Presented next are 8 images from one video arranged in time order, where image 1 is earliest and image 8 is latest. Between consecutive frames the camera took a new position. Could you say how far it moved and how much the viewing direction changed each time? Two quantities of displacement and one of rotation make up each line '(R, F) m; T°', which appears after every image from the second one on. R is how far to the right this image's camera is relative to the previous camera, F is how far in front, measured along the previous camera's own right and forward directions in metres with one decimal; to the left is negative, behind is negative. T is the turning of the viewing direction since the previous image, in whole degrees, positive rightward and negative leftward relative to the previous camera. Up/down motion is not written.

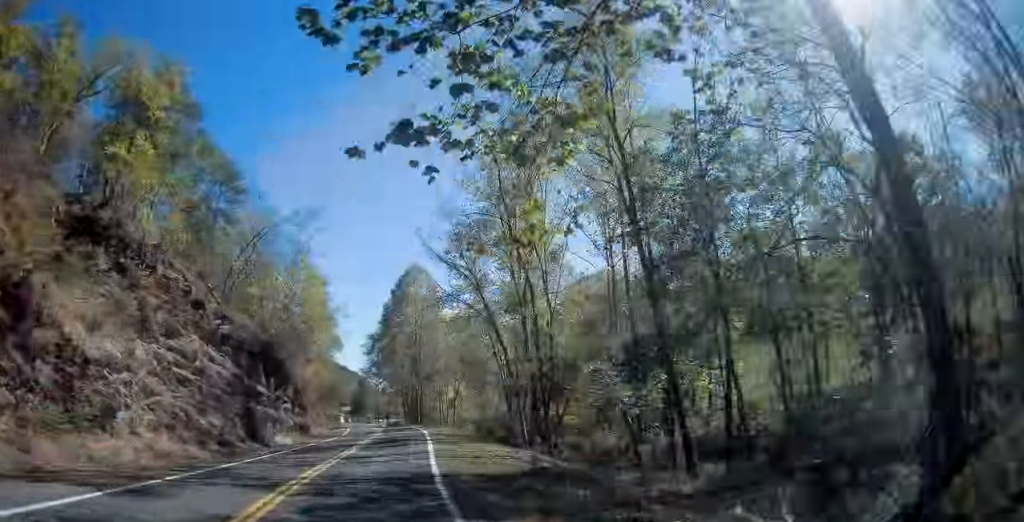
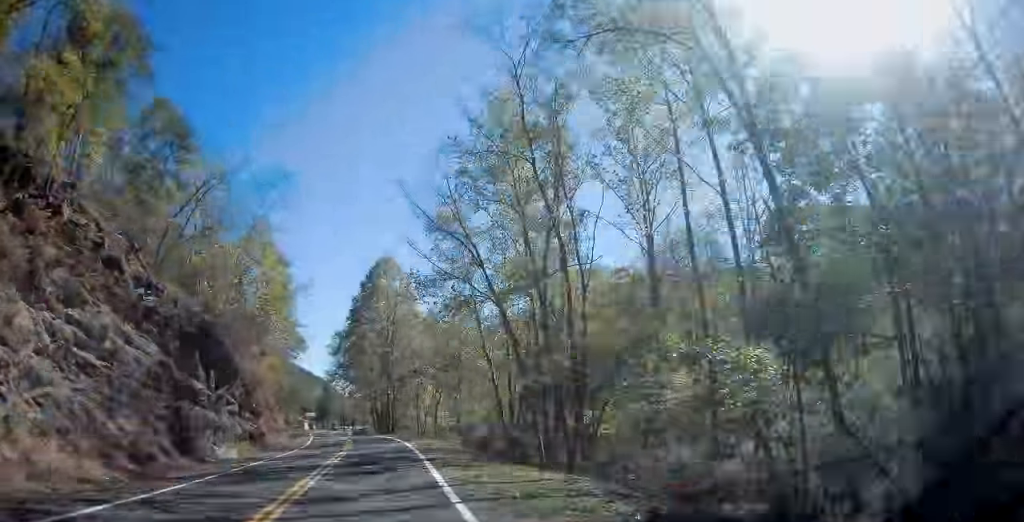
(-0.4, +9.2) m; +8°
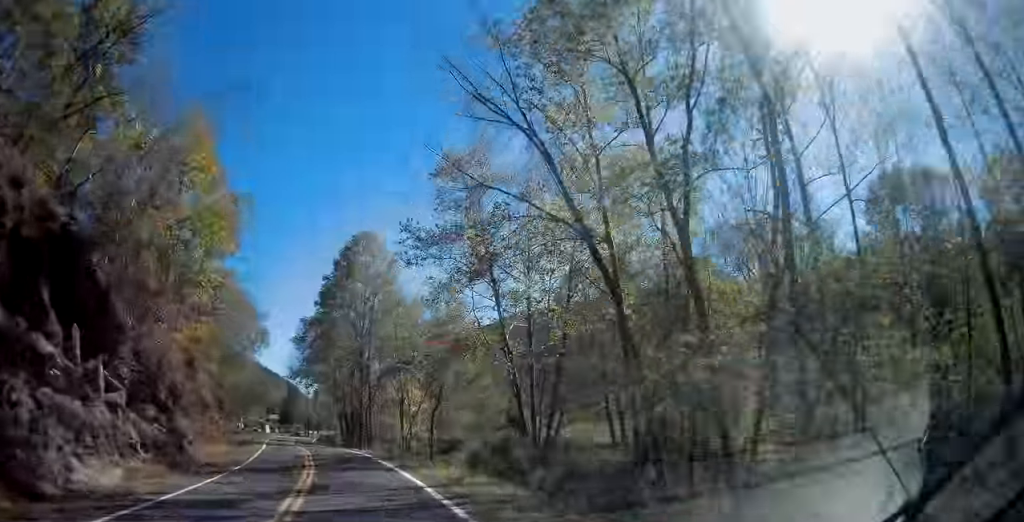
(+2.7, +13.5) m; -1°
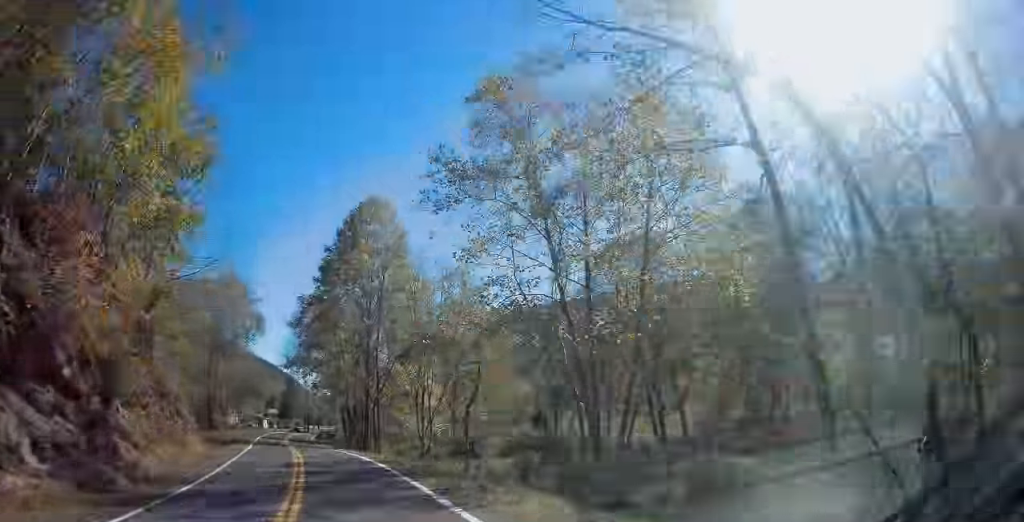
(+0.1, +9.1) m; -3°
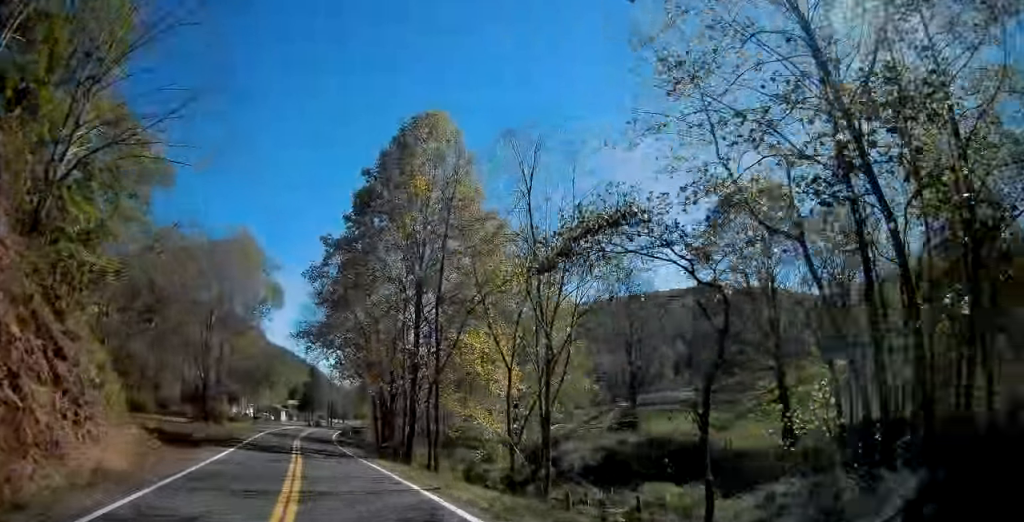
(-3.1, +17.3) m; -8°
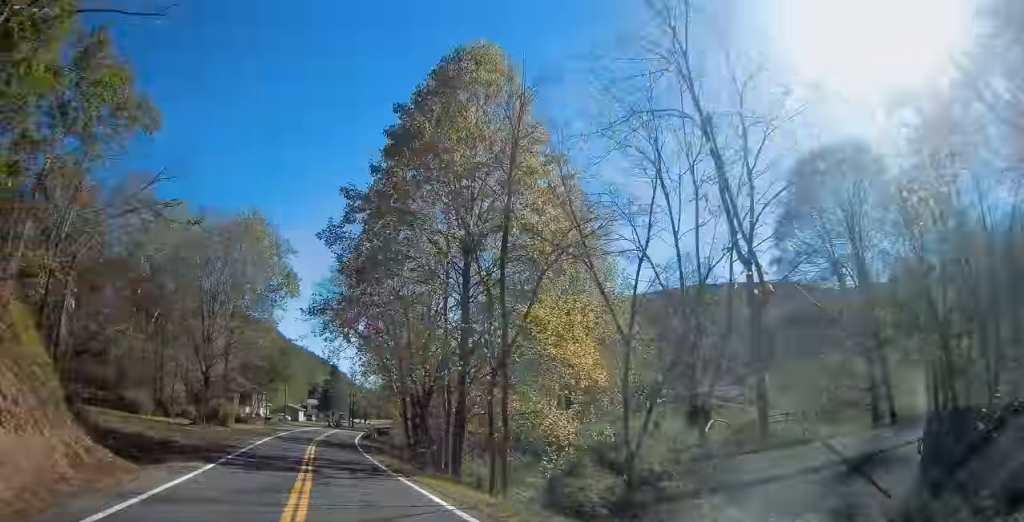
(+0.4, +8.9) m; +2°
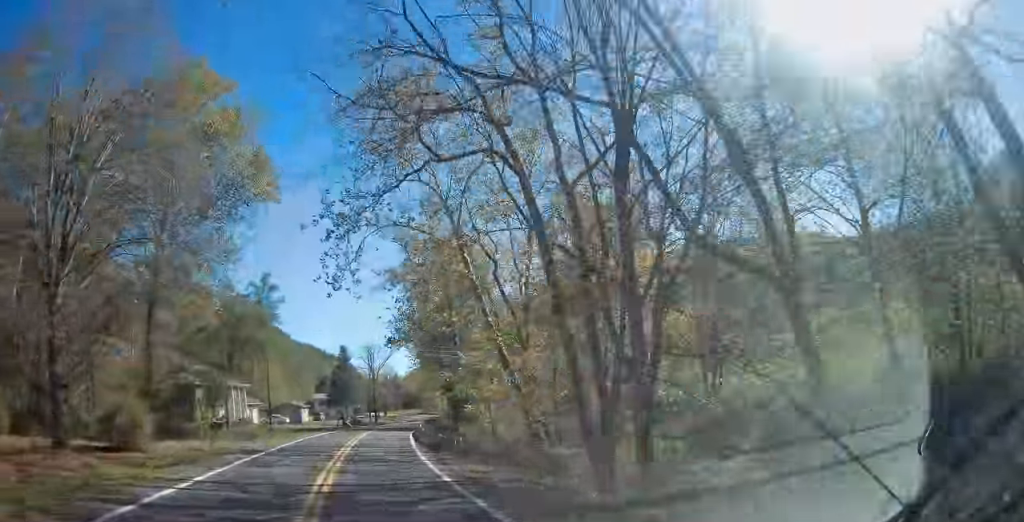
(+1.0, +35.4) m; +2°
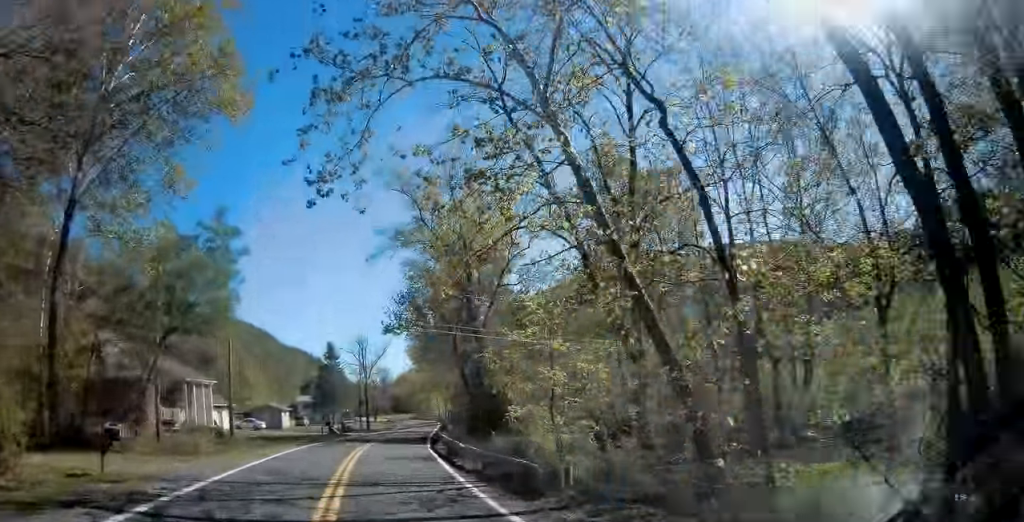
(0.0, +13.5) m; +1°
